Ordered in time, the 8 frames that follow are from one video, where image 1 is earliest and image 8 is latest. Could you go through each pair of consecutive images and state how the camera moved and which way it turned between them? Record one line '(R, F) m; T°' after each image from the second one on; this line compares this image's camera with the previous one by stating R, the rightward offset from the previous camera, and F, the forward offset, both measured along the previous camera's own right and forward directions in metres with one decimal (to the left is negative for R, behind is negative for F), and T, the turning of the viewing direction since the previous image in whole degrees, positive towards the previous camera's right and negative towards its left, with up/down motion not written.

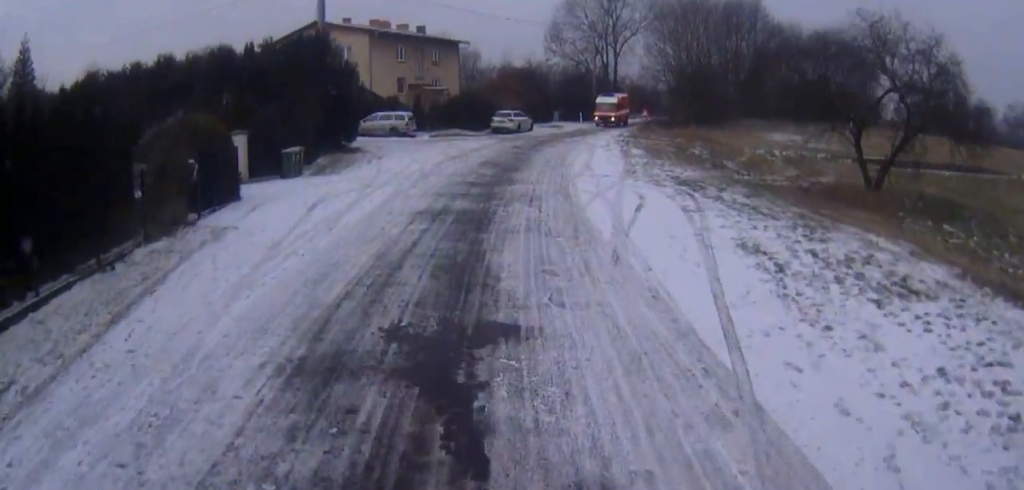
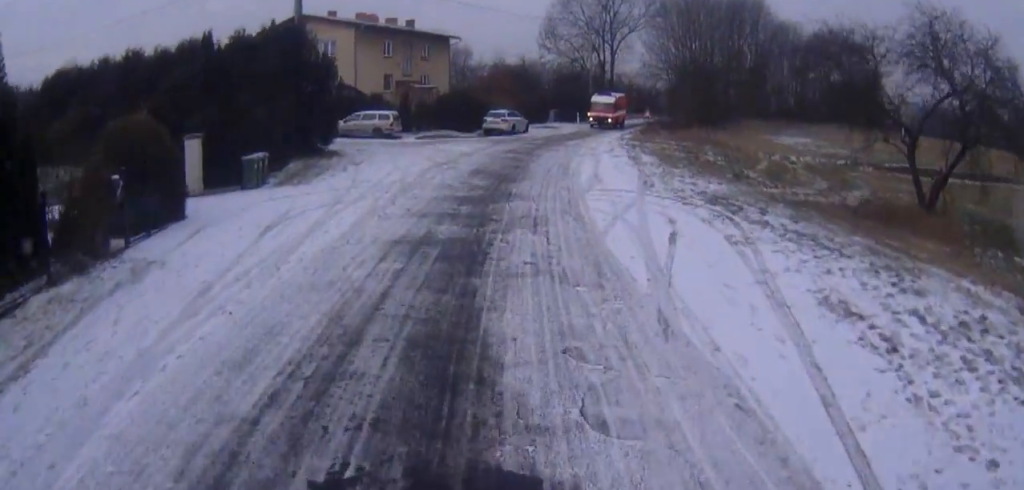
(0.0, +4.0) m; 0°
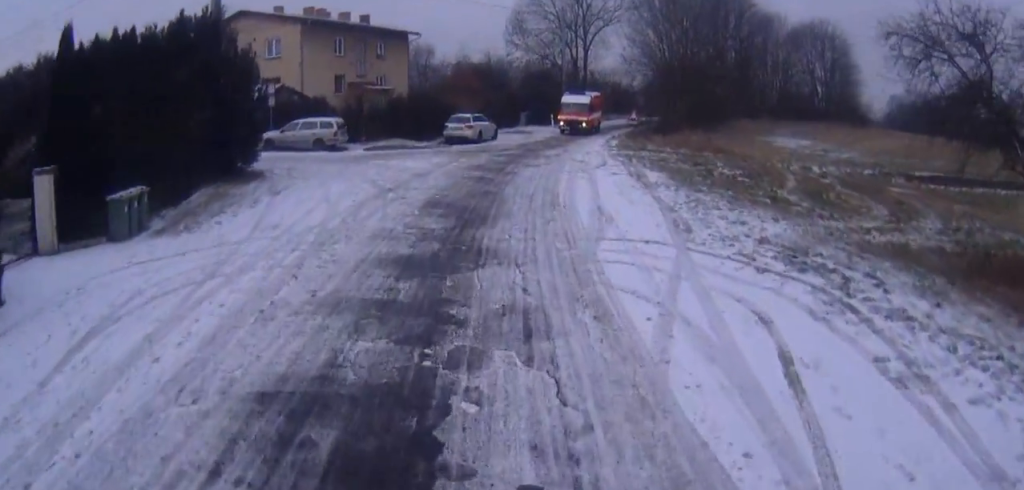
(0.0, +7.3) m; +2°
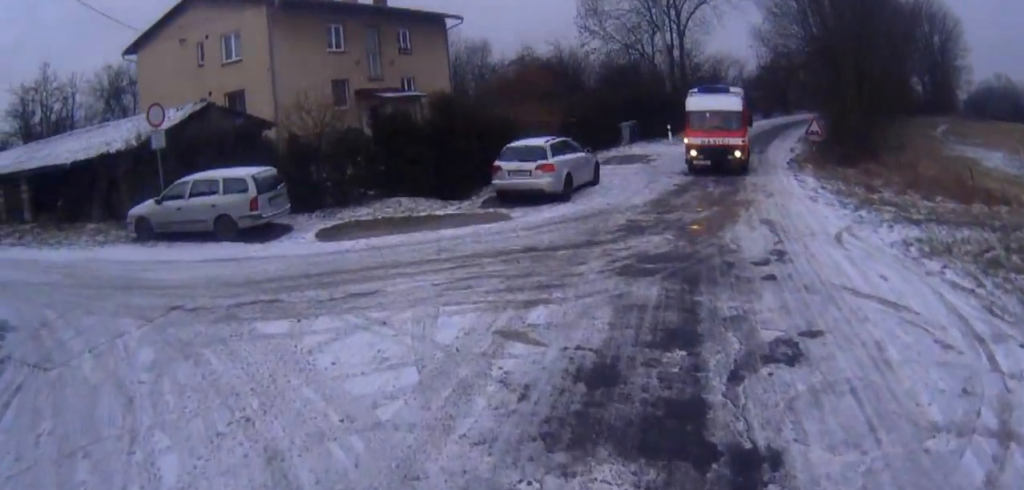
(+0.2, +21.3) m; -9°
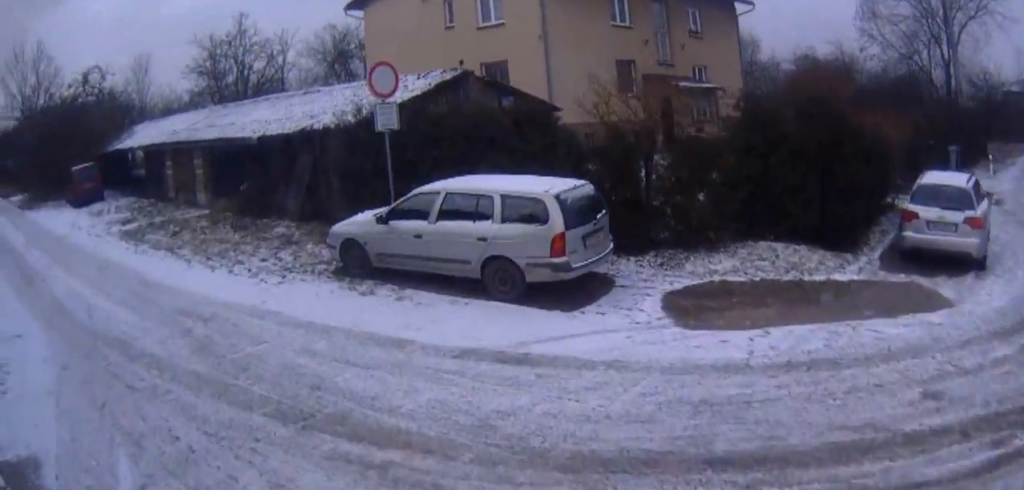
(-0.8, +7.3) m; -15°
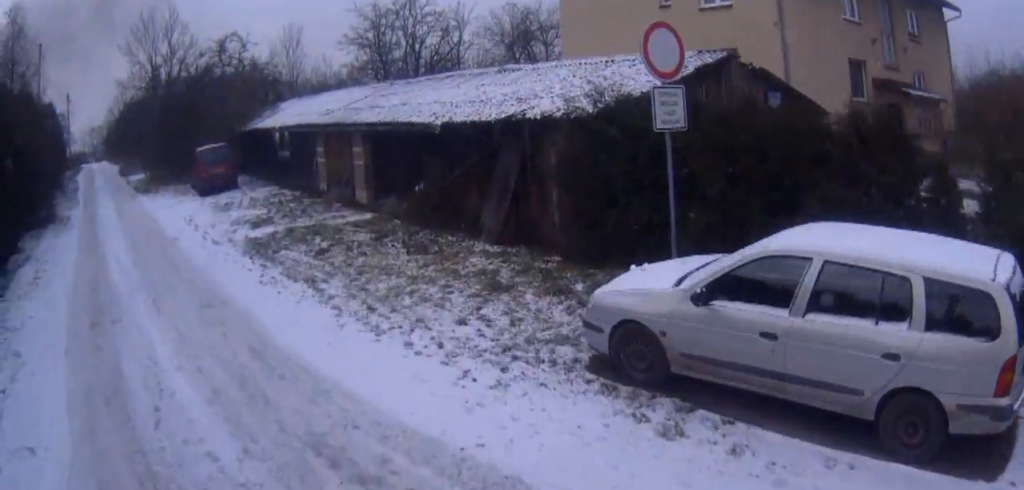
(-0.6, +5.5) m; -13°
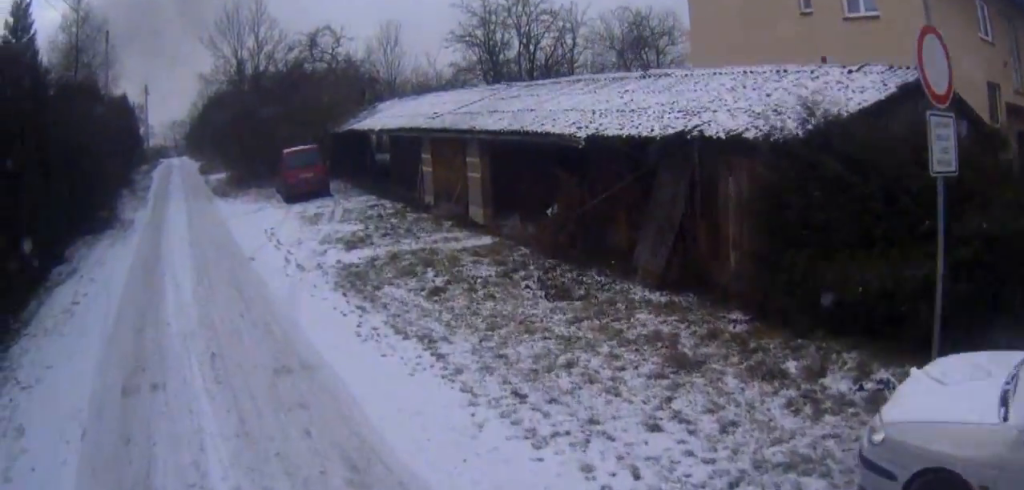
(-0.4, +3.1) m; -5°
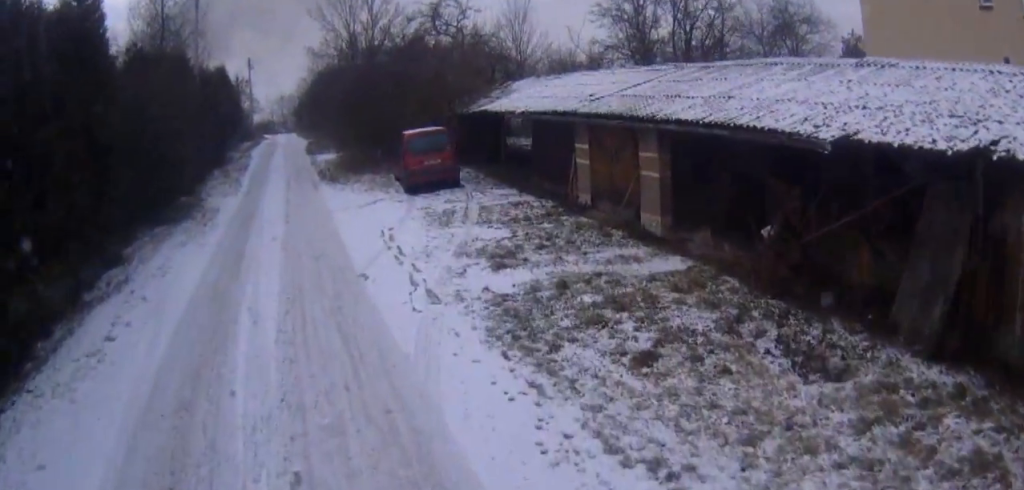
(-0.2, +4.2) m; -7°
